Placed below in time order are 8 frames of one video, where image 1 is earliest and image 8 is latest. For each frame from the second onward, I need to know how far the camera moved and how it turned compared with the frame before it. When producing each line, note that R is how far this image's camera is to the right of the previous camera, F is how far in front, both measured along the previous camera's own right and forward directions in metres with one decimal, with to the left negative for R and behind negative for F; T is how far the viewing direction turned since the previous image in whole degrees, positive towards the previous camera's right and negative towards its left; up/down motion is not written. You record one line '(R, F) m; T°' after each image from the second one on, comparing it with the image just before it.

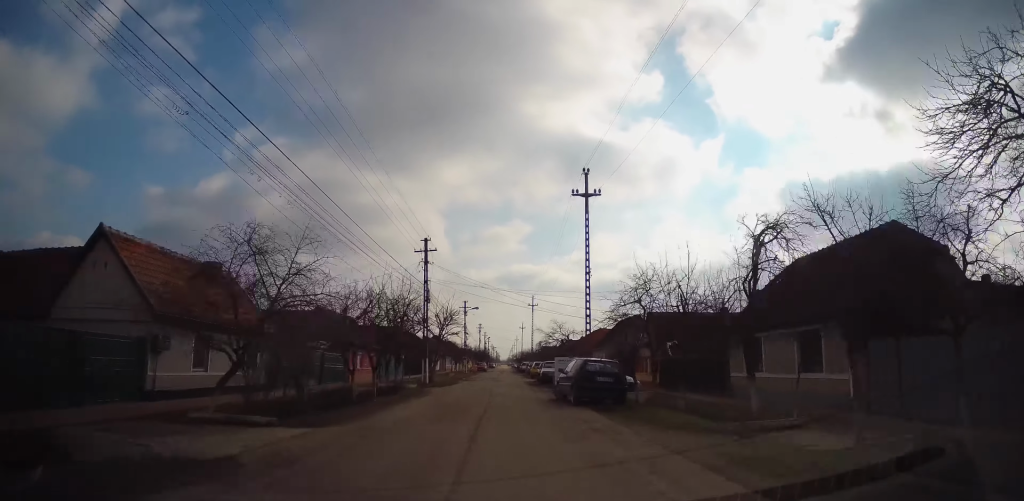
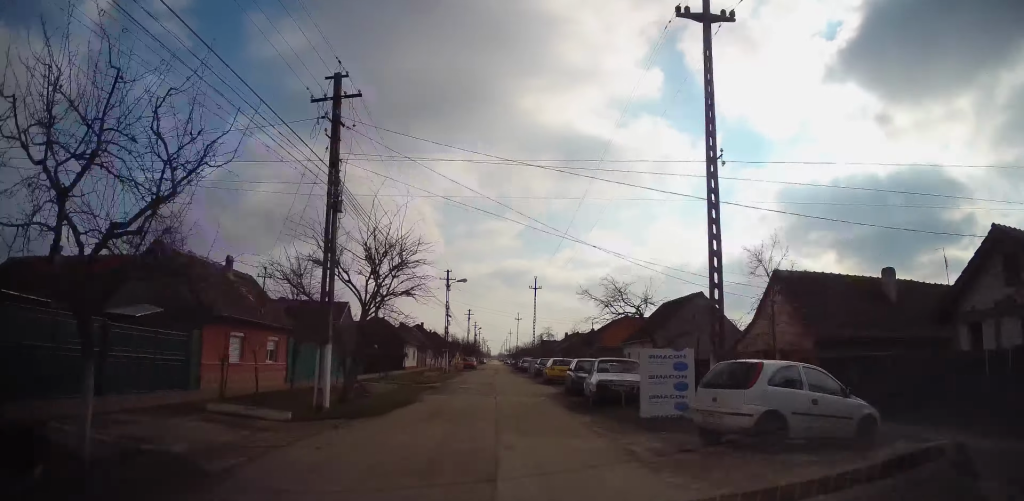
(0.0, +17.1) m; 0°
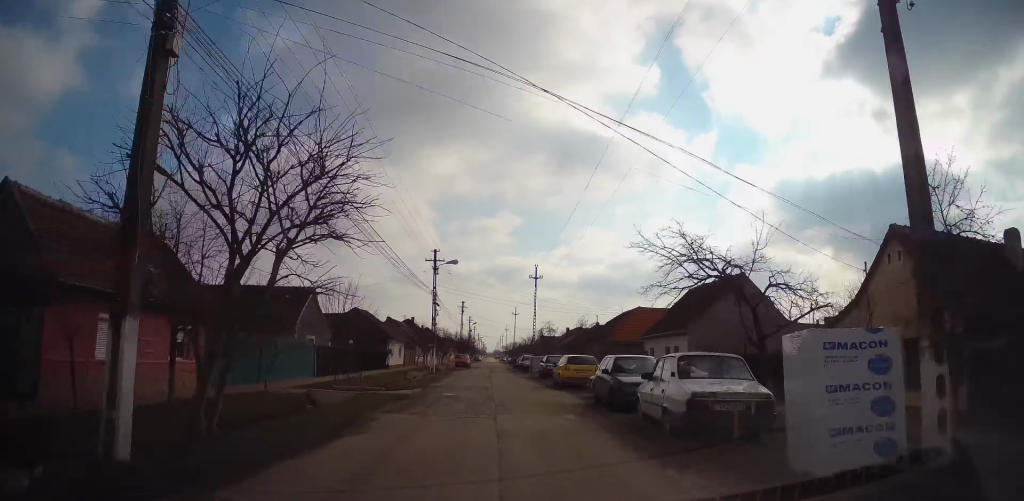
(0.0, +6.8) m; 0°
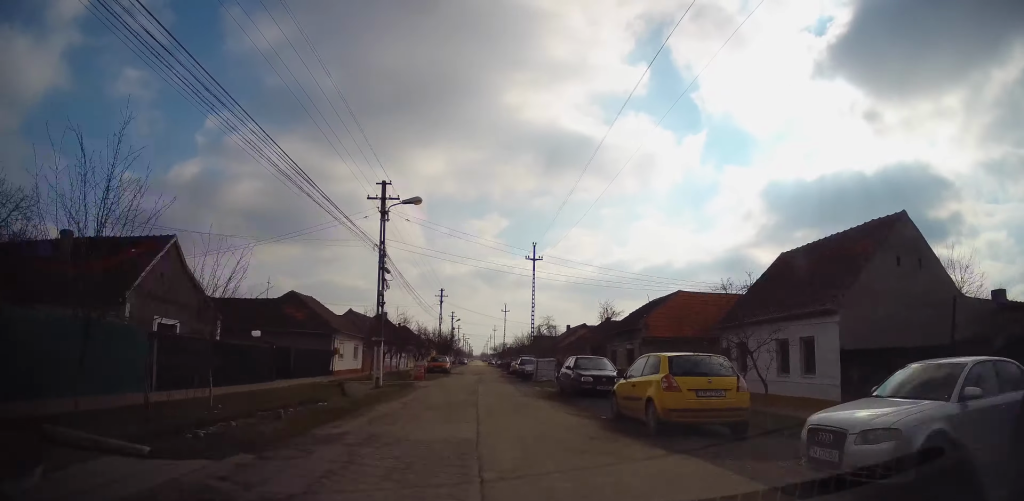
(0.0, +13.5) m; 0°
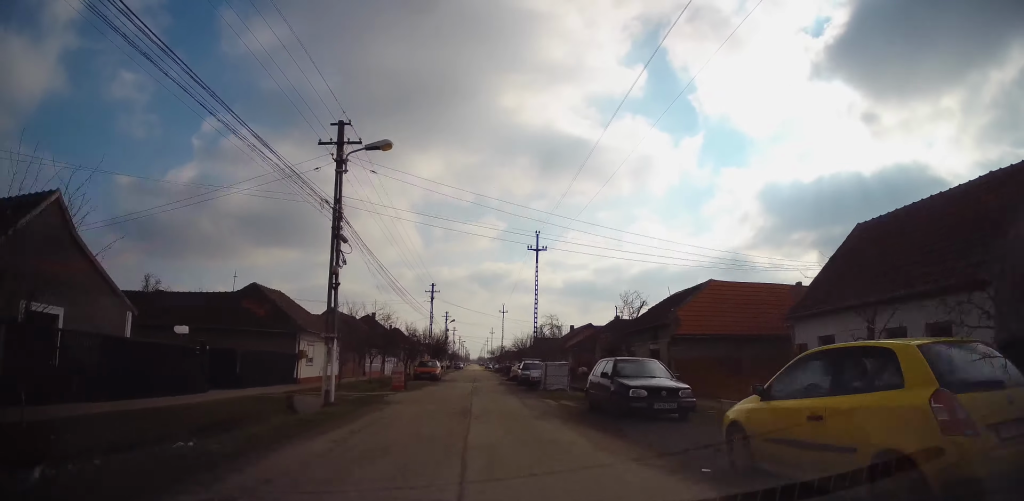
(0.0, +5.7) m; +1°
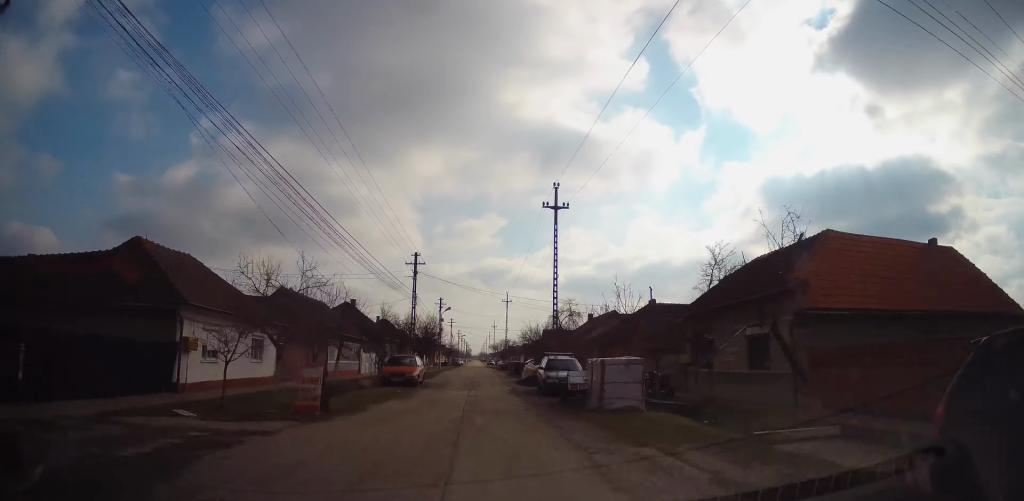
(+0.2, +11.3) m; +2°
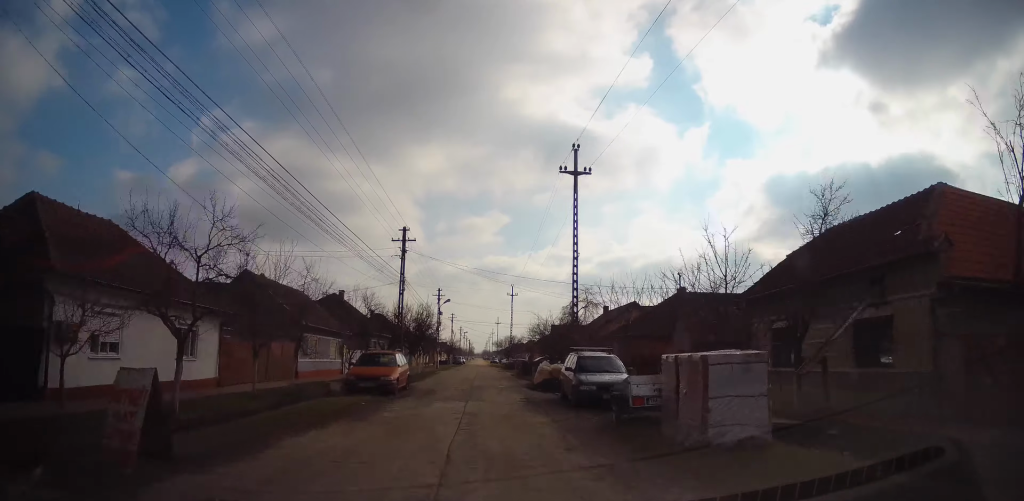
(+0.2, +6.0) m; 0°
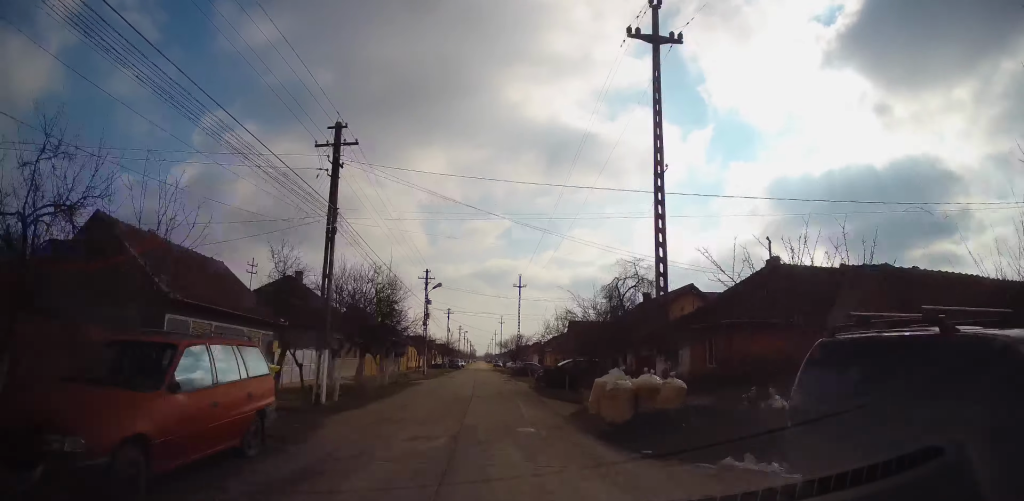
(-0.3, +12.9) m; -2°
